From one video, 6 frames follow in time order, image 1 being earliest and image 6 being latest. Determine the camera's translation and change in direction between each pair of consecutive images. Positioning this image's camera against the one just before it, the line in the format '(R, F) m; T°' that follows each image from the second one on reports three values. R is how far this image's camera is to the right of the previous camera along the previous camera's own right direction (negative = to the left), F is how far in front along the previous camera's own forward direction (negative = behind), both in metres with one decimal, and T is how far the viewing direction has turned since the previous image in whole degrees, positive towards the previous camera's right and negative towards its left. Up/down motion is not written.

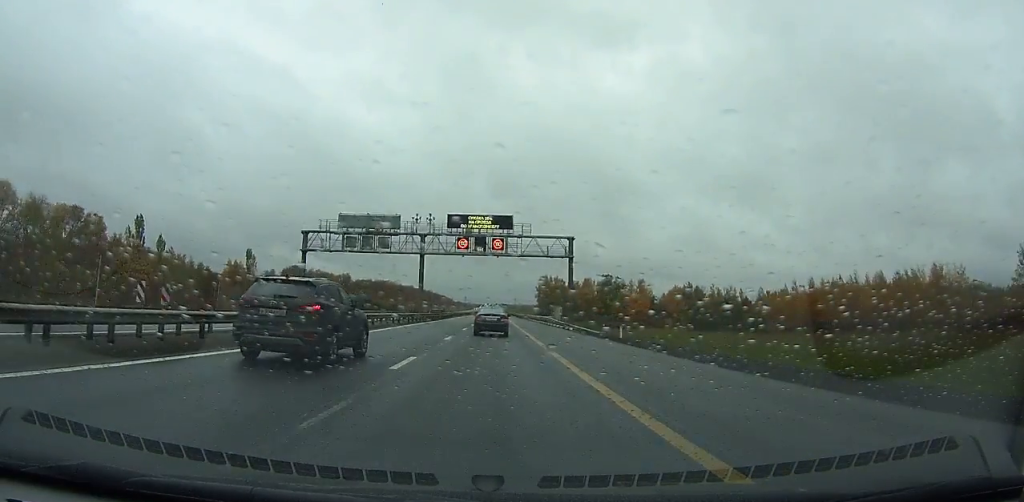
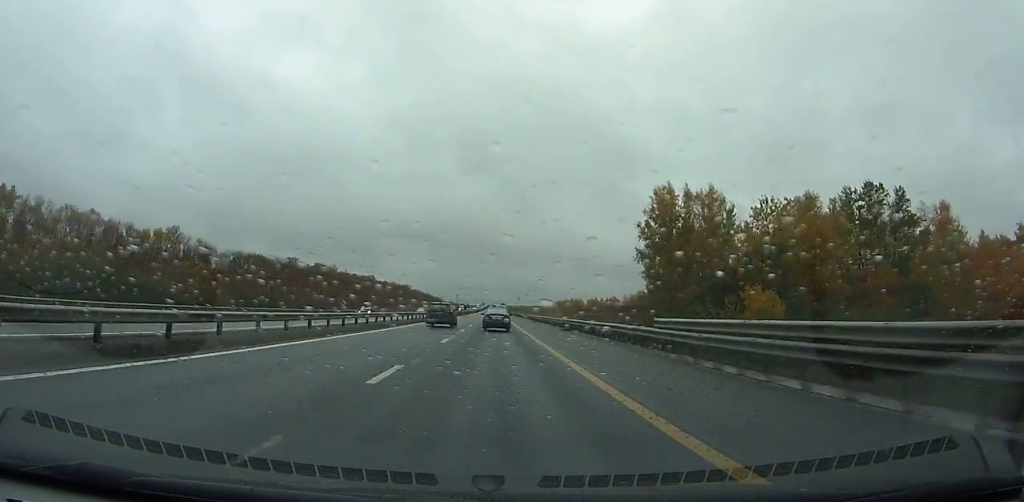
(+0.3, +185.7) m; 0°
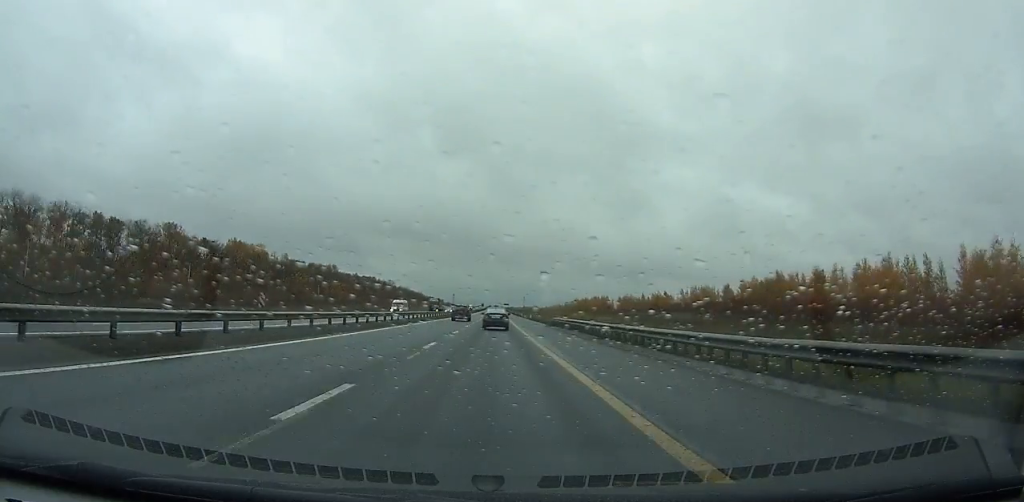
(+0.2, +100.4) m; 0°
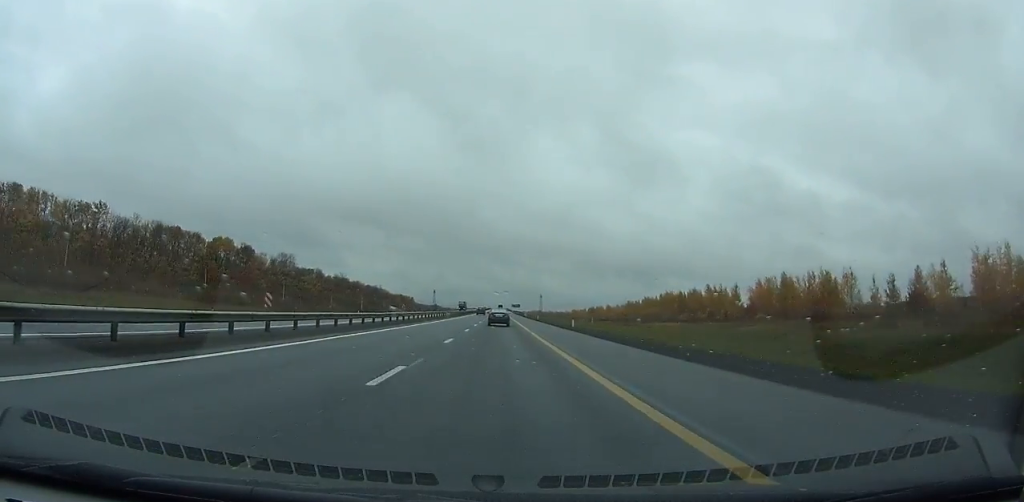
(-1.0, +239.6) m; 0°
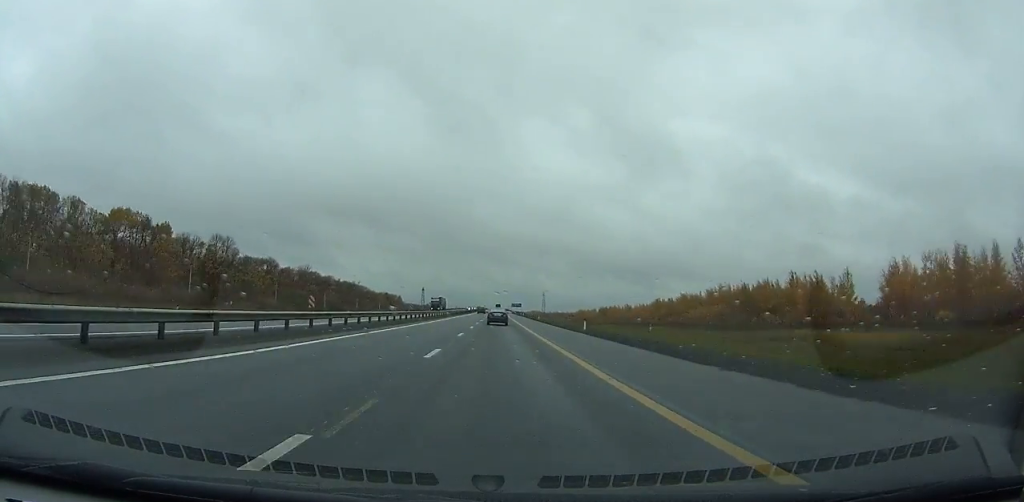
(0.0, +54.8) m; 0°
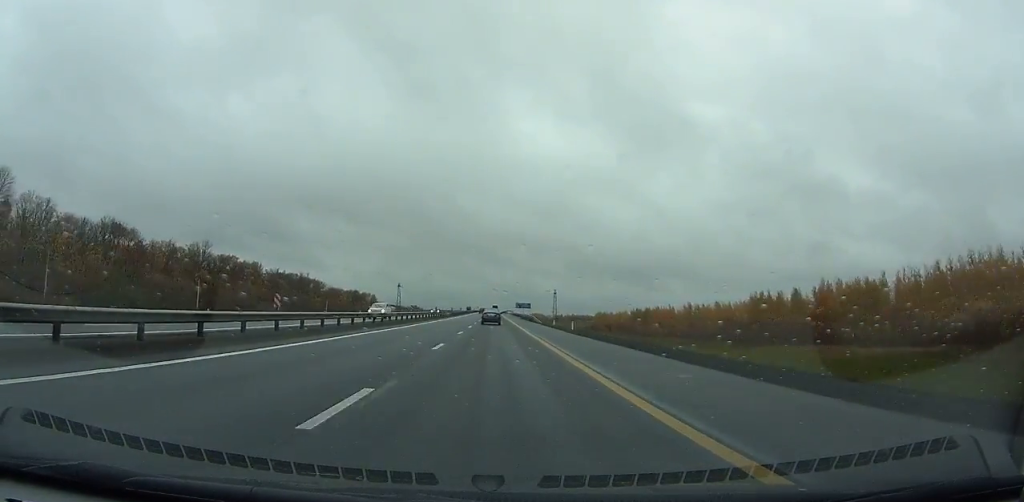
(+0.2, +93.5) m; 0°
